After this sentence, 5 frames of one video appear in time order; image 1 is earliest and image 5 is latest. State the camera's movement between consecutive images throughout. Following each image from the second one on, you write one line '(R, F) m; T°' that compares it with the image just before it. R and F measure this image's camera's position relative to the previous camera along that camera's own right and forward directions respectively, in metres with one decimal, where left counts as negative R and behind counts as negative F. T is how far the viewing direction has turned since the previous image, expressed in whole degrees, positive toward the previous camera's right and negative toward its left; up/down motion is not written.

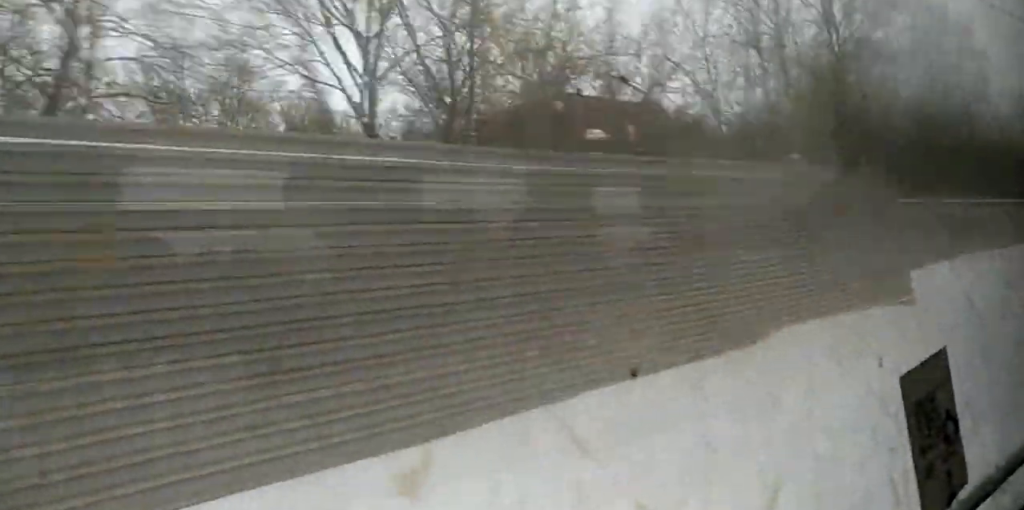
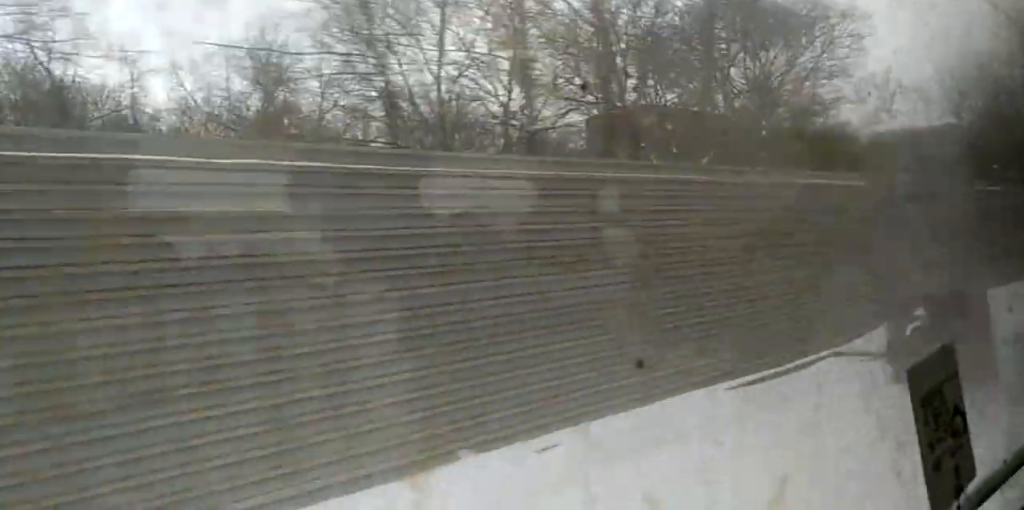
(-0.4, +23.5) m; +1°
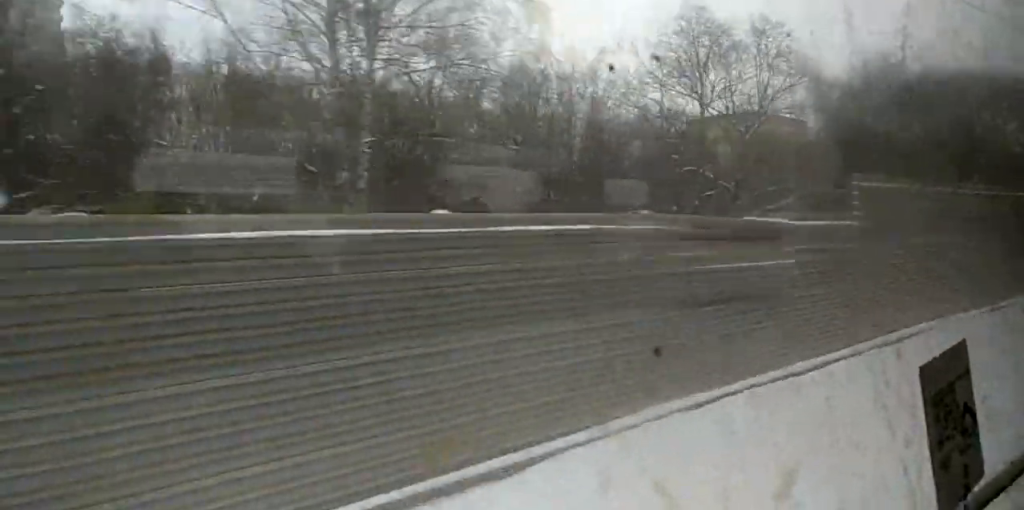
(+0.9, +32.7) m; +1°
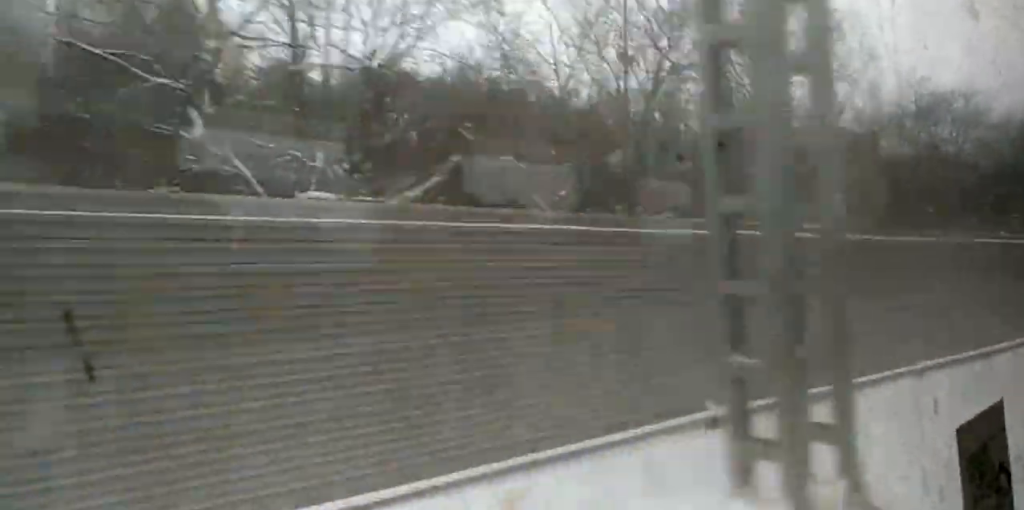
(0.0, +16.7) m; 0°
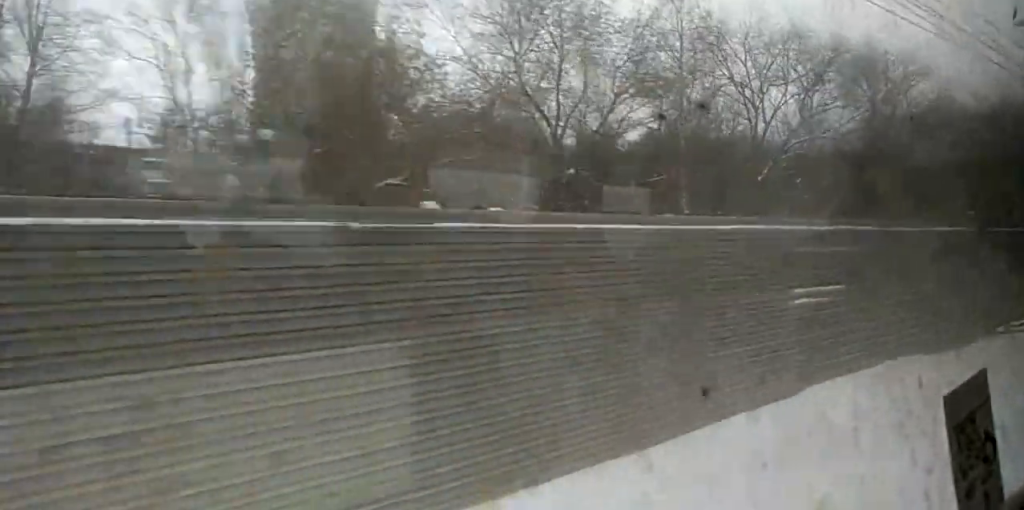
(+0.7, +62.2) m; 0°
